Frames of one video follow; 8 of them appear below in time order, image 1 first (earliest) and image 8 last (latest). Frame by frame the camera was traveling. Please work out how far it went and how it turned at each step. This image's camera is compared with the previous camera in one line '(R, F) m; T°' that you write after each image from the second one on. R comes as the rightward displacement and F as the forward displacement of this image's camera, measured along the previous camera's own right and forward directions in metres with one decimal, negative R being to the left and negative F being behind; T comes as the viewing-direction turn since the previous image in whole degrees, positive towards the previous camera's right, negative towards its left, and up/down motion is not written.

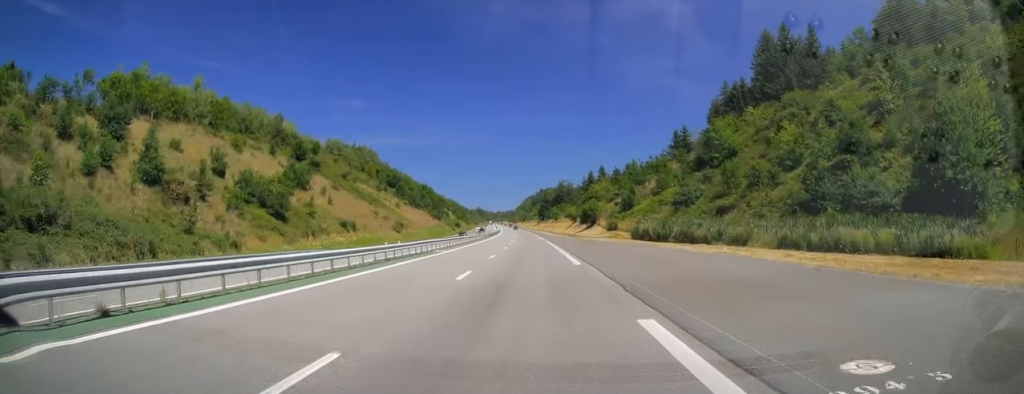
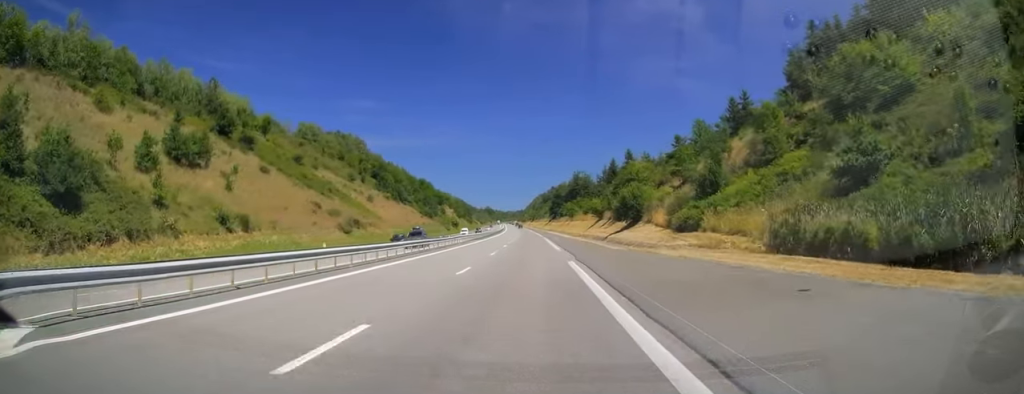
(-0.5, +37.2) m; -1°
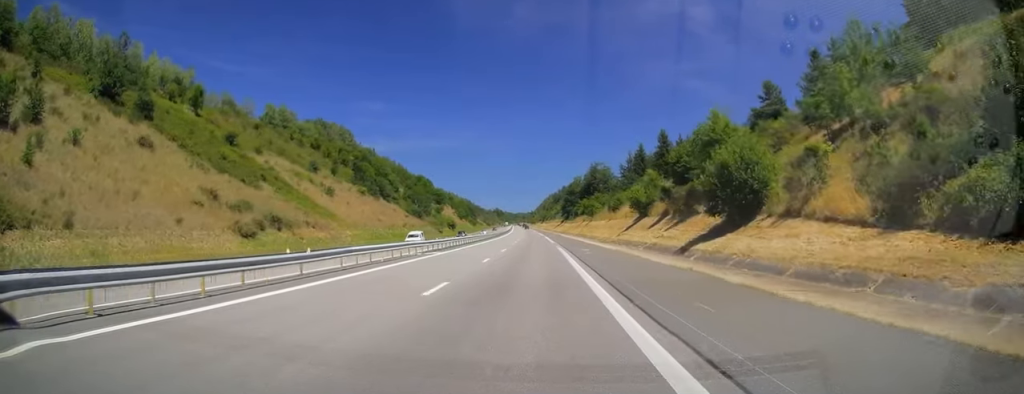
(-0.3, +31.8) m; -1°
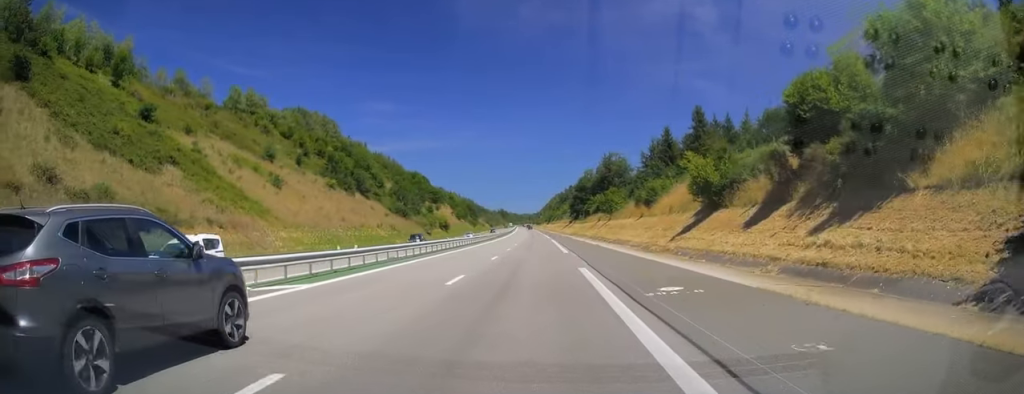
(-0.1, +23.5) m; 0°
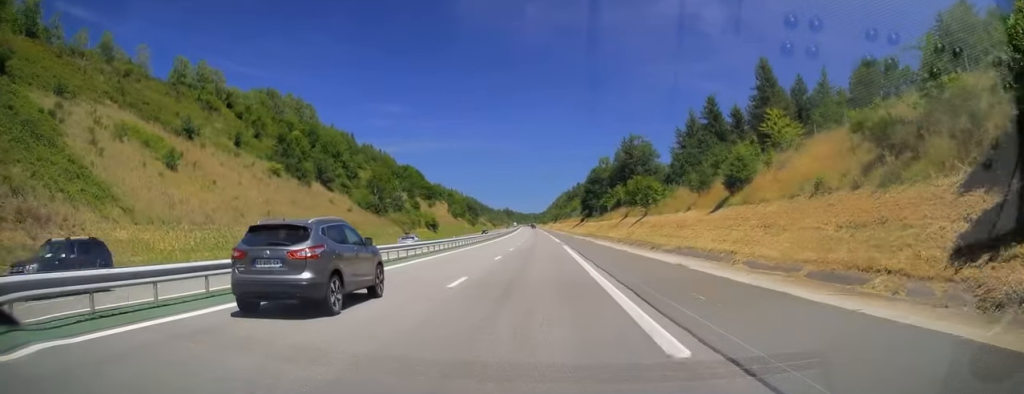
(0.0, +26.8) m; 0°
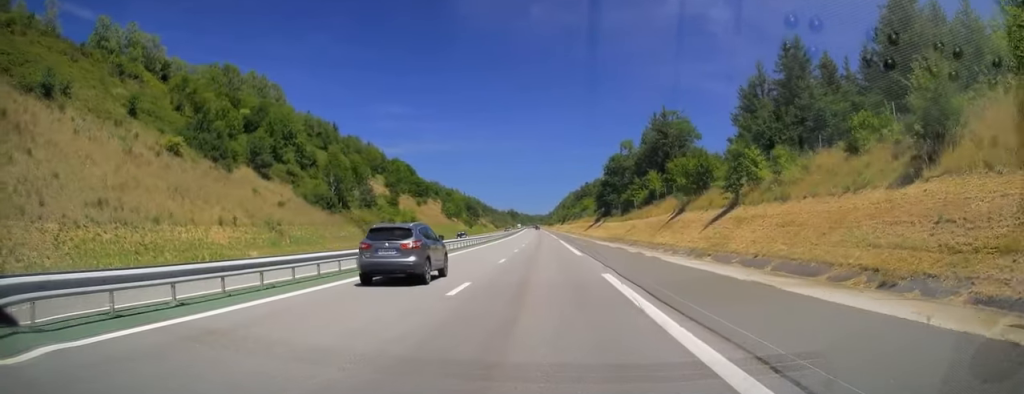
(-0.2, +27.8) m; -1°
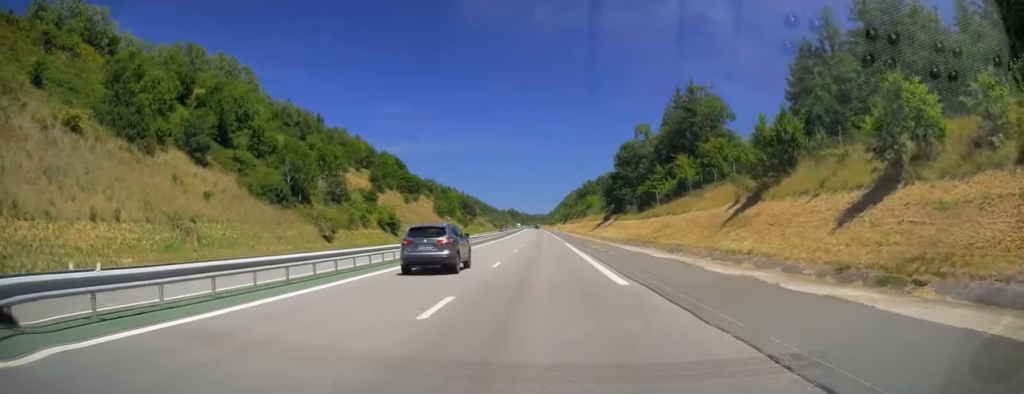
(-0.2, +16.6) m; -1°
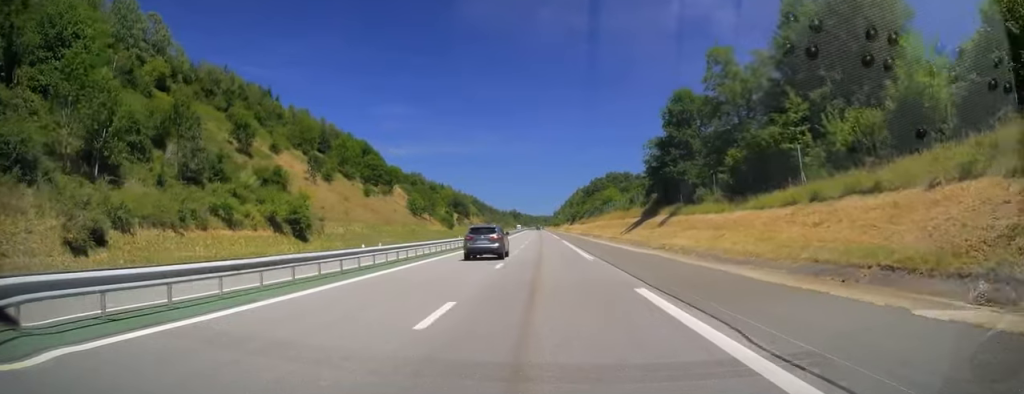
(+0.1, +40.0) m; +1°
